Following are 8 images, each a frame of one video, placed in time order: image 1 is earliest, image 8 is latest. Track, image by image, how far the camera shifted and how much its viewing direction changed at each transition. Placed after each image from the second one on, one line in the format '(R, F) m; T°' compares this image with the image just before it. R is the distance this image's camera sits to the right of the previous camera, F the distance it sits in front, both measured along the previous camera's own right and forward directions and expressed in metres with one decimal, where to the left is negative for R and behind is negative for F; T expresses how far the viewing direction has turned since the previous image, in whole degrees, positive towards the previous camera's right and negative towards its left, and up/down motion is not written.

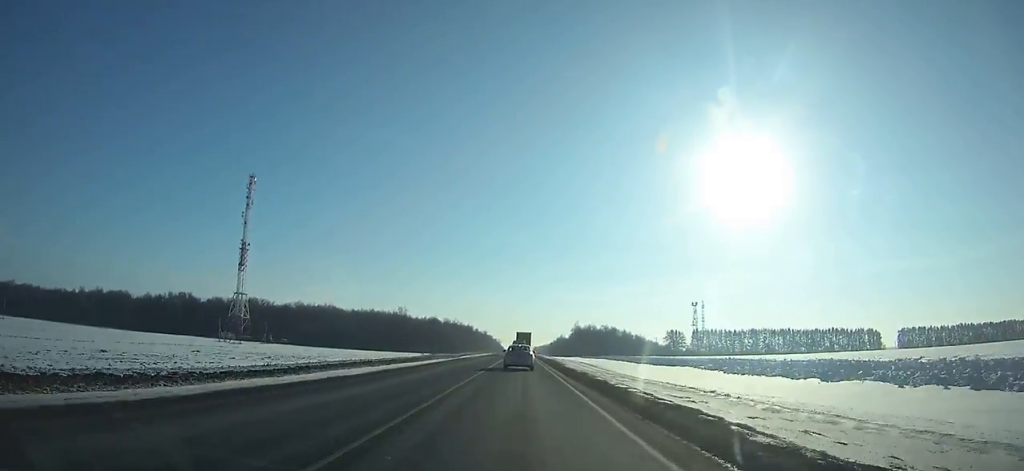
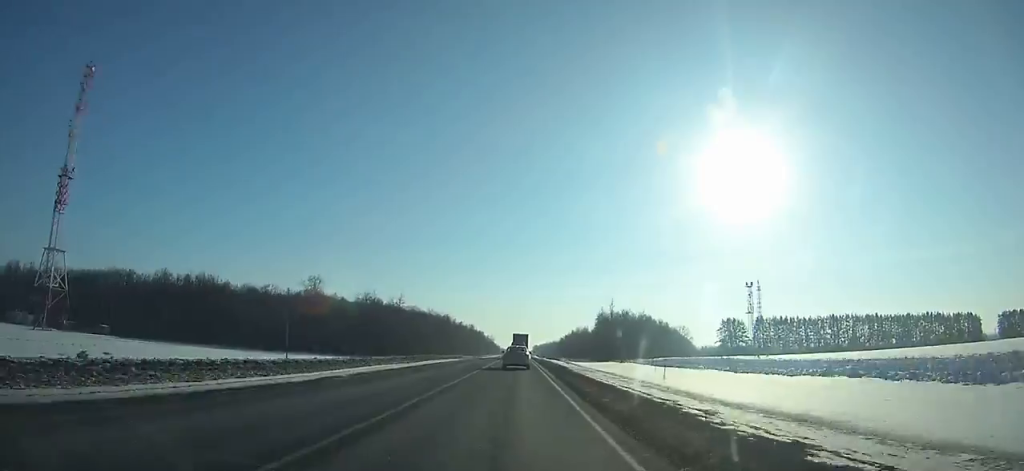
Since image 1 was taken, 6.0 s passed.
(+0.2, +122.8) m; 0°
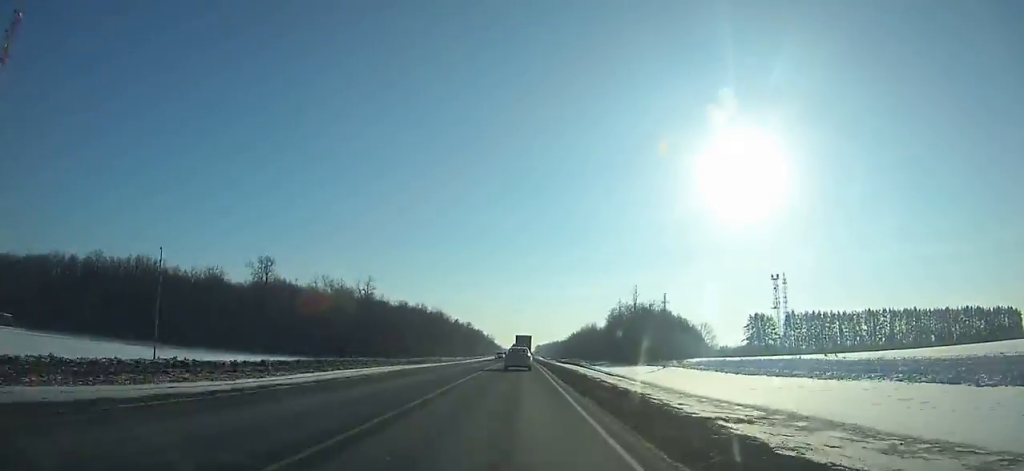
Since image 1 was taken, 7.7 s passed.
(-0.1, +34.8) m; 0°
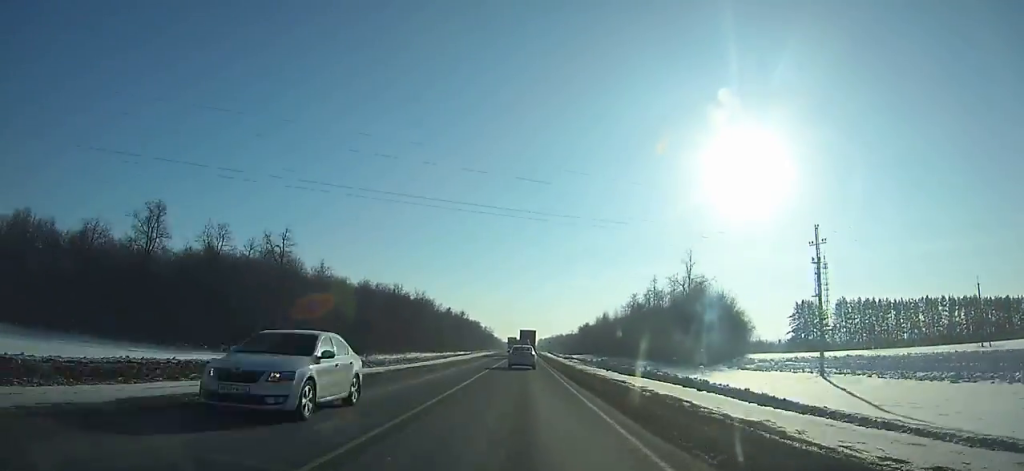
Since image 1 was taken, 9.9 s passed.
(-0.1, +44.9) m; 0°
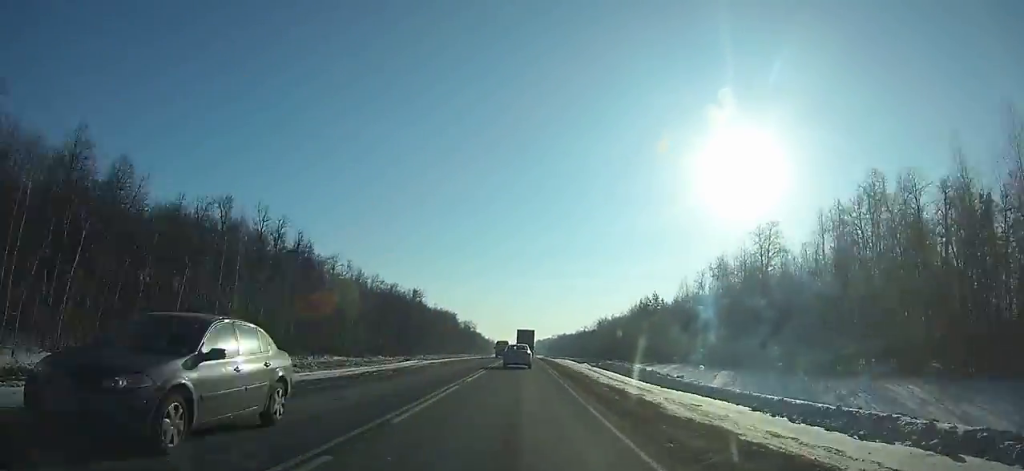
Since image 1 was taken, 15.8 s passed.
(+0.2, +119.2) m; 0°
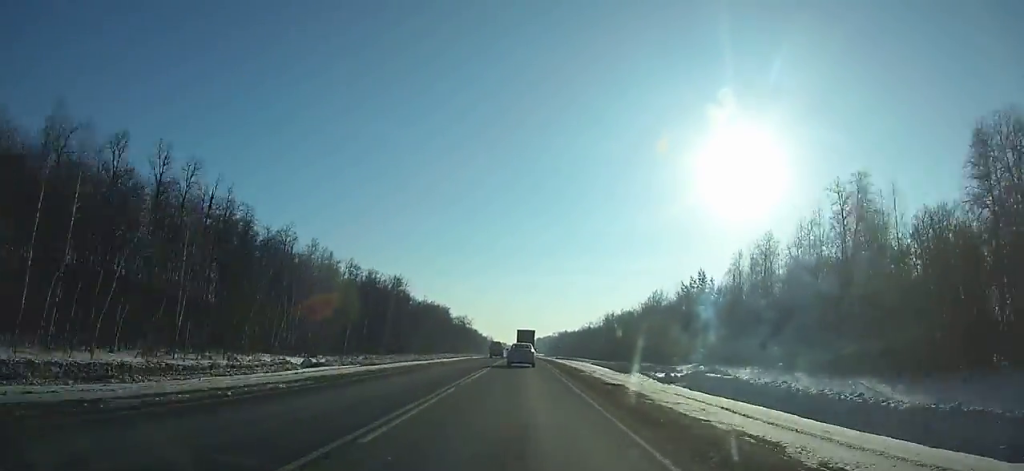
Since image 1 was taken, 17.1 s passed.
(0.0, +25.9) m; 0°
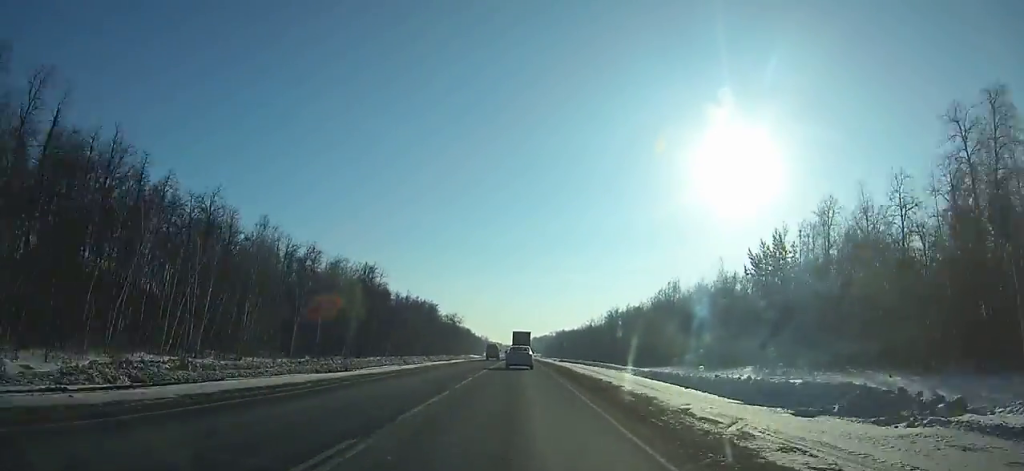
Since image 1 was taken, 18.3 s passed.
(+0.1, +23.9) m; 0°
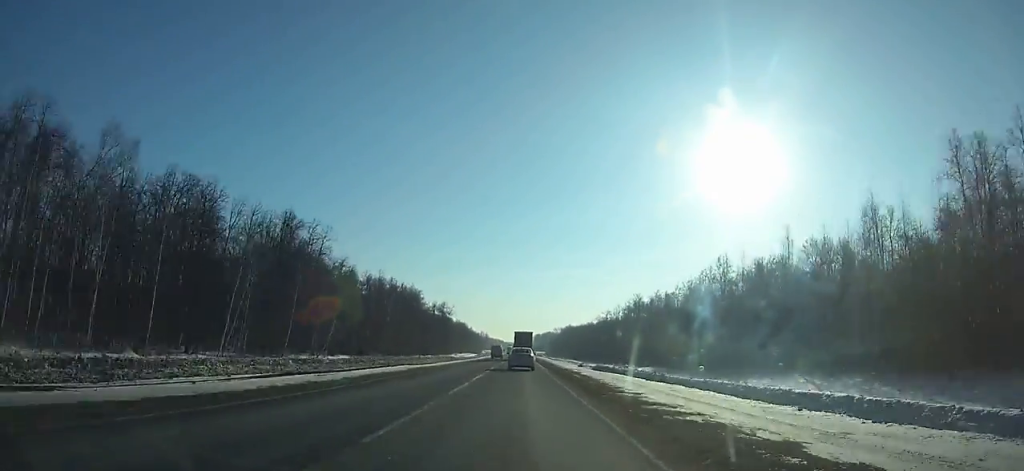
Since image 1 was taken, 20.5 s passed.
(+0.1, +43.7) m; 0°
